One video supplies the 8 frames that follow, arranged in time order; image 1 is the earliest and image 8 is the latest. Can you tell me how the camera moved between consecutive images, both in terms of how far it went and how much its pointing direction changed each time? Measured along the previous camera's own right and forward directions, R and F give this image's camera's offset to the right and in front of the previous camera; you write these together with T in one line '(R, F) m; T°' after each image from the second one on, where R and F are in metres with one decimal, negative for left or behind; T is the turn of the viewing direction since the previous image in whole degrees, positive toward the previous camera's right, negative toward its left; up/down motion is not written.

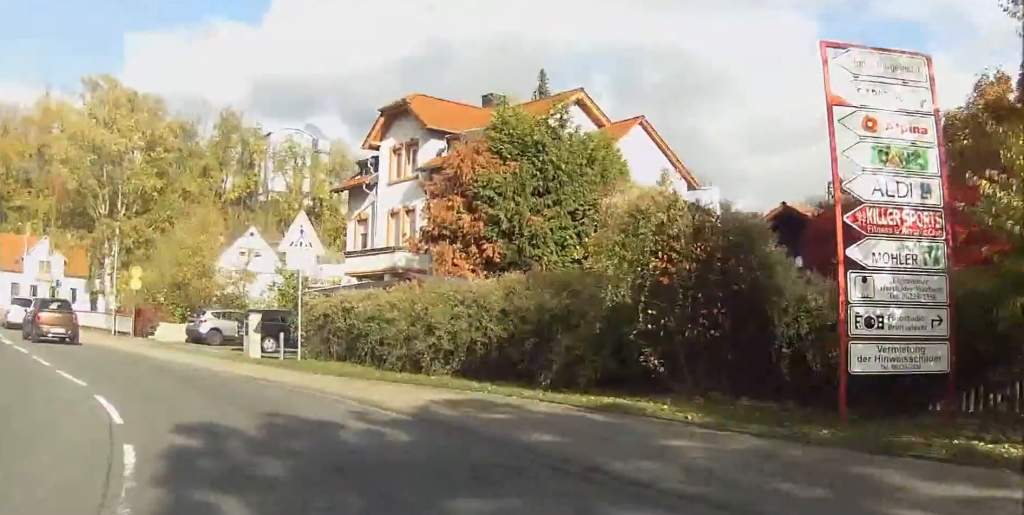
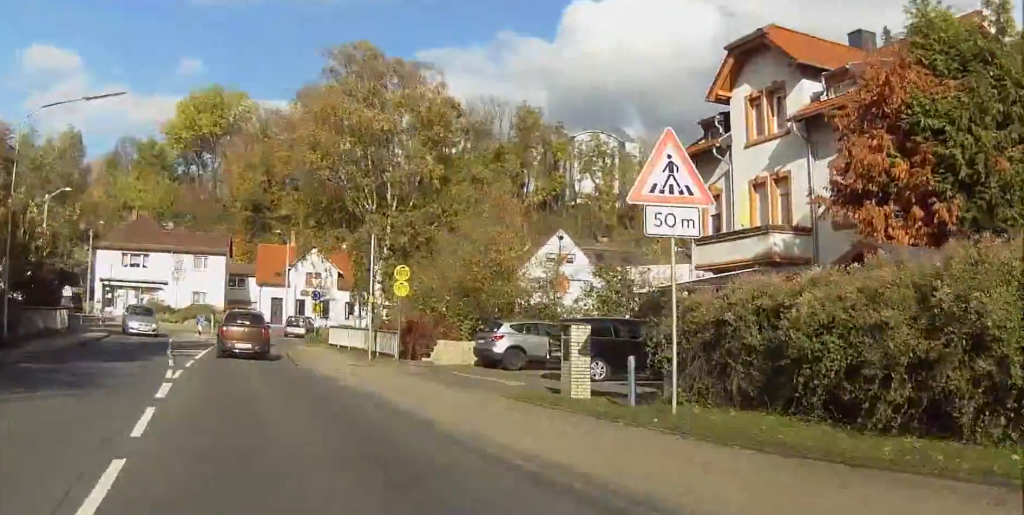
(-2.9, +11.7) m; -25°
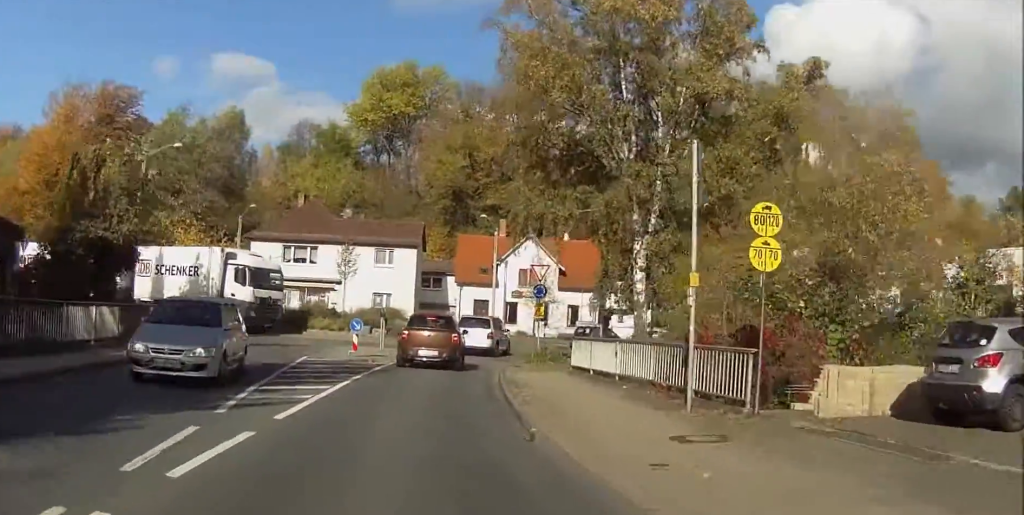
(-3.2, +16.7) m; -12°
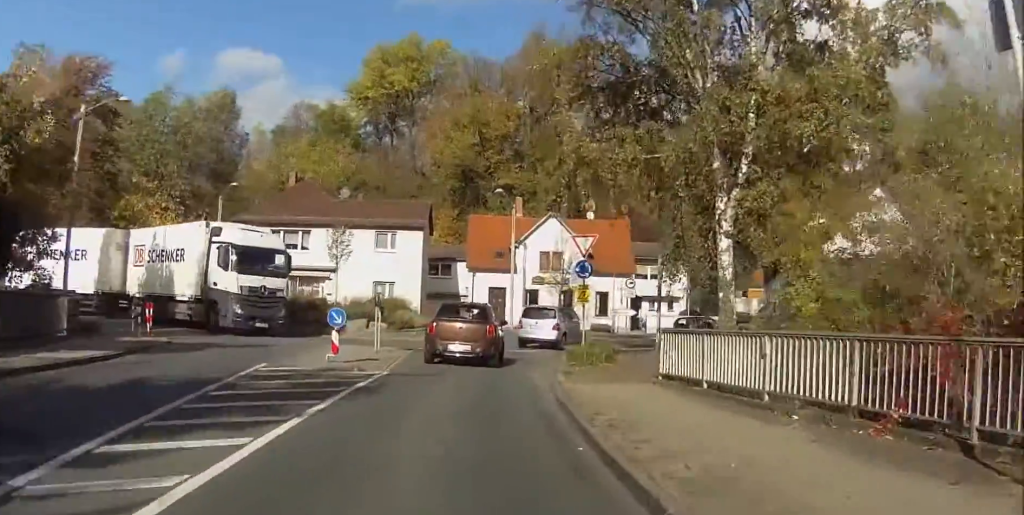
(-0.1, +7.8) m; -1°
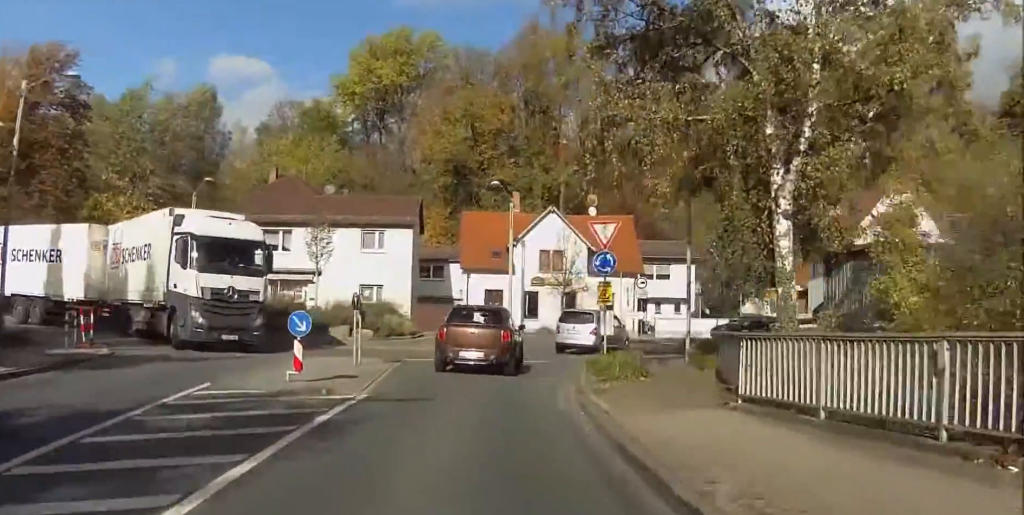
(0.0, +4.1) m; 0°
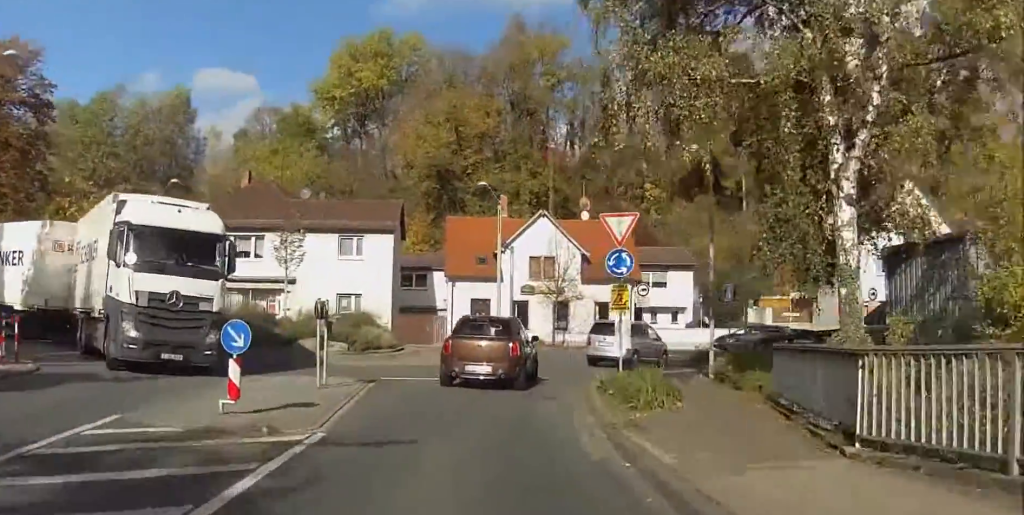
(0.0, +3.1) m; +2°
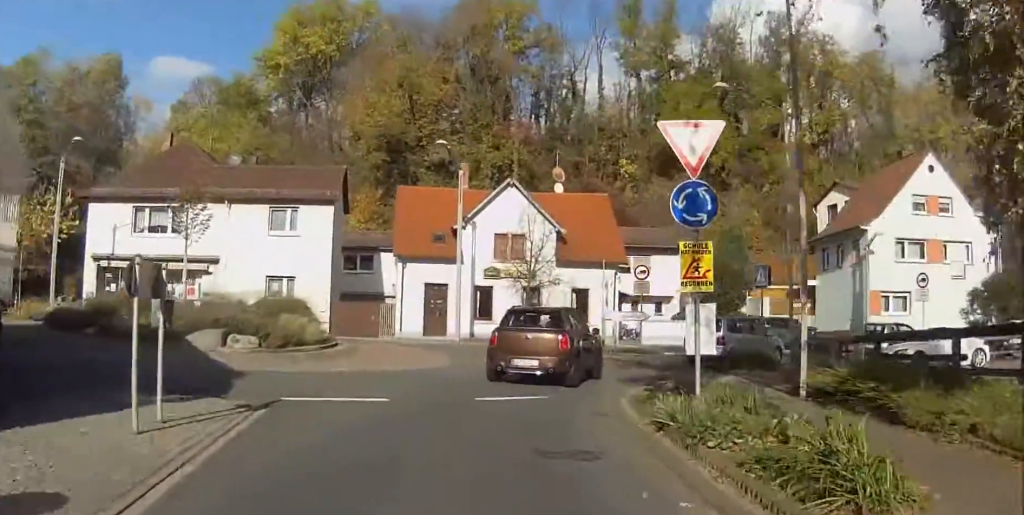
(+0.2, +6.4) m; +5°
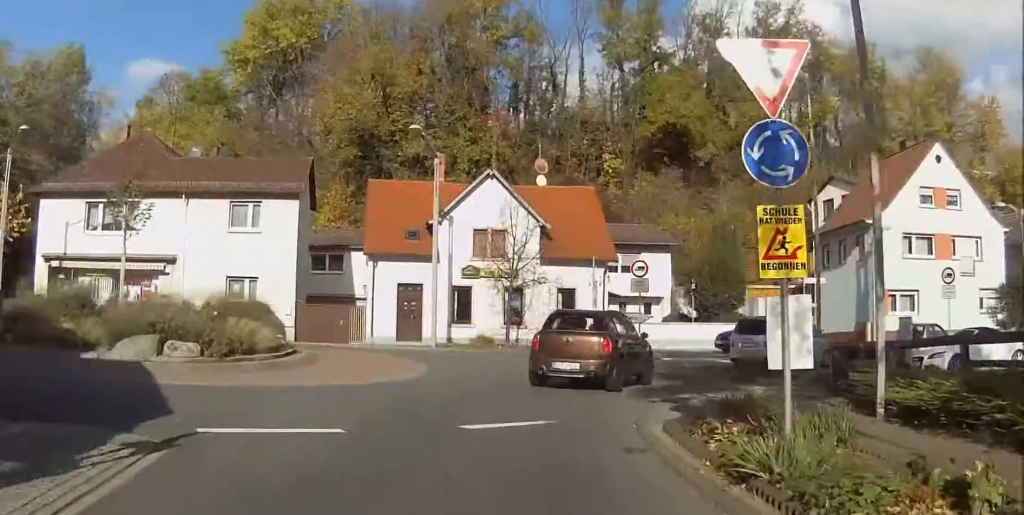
(+0.1, +2.5) m; +3°
